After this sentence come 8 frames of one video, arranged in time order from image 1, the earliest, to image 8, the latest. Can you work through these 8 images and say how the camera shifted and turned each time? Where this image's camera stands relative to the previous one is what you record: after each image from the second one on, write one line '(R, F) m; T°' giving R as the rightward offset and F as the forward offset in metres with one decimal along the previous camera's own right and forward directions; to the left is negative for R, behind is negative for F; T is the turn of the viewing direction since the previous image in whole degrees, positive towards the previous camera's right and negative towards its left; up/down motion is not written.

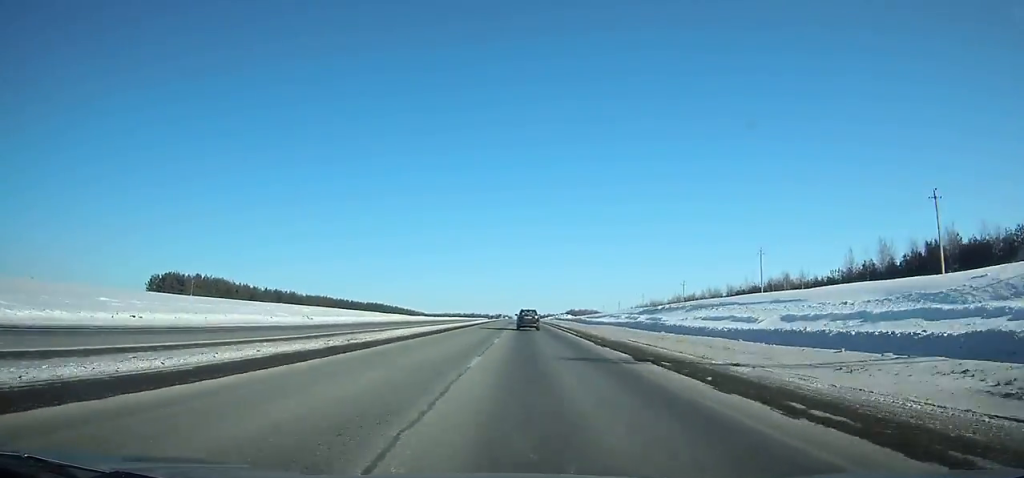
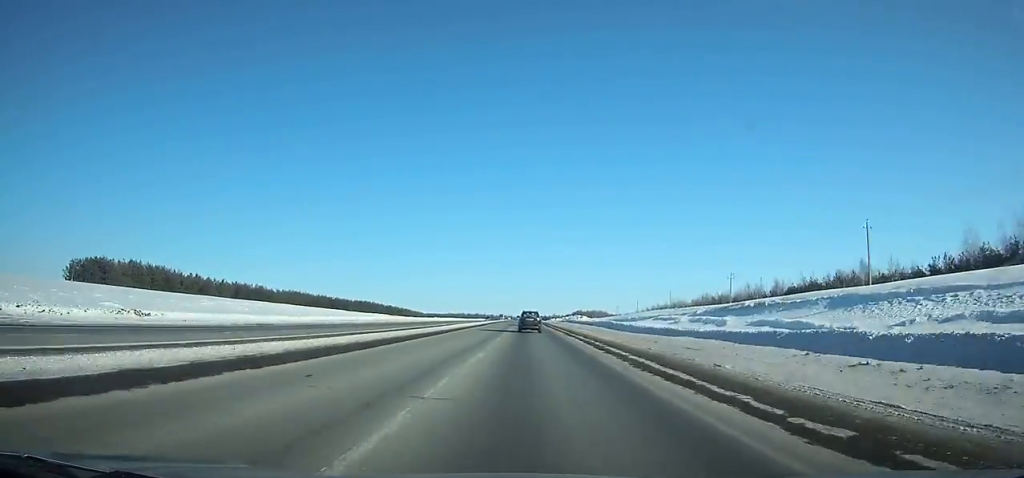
(+0.1, +34.0) m; 0°
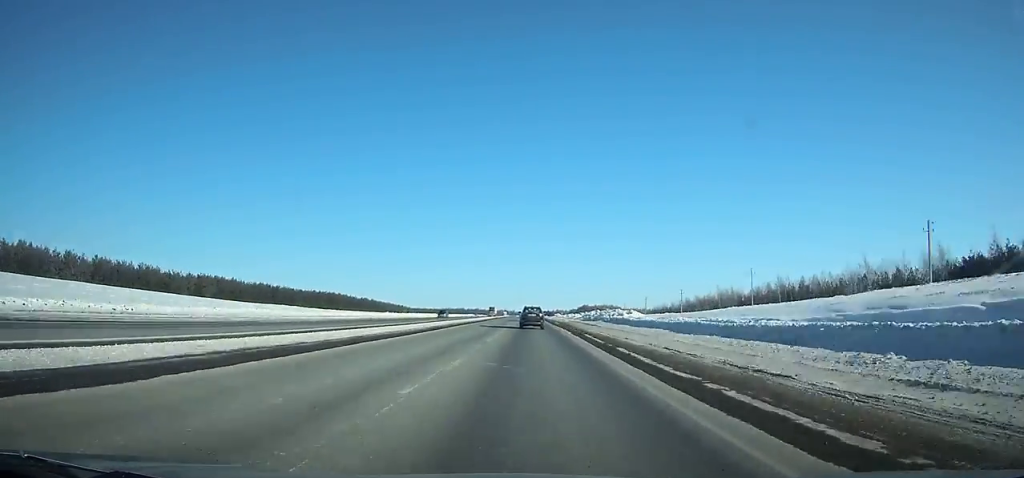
(-0.4, +64.3) m; 0°
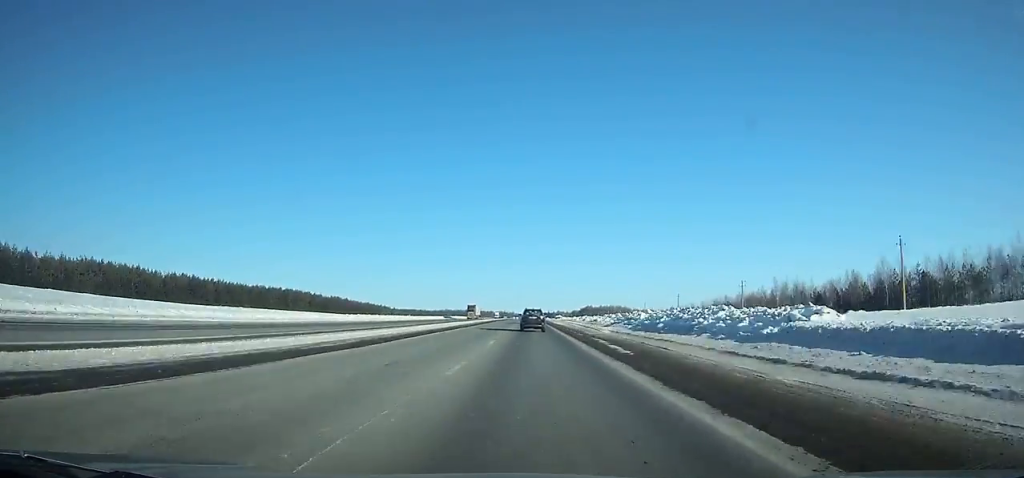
(-0.2, +48.0) m; 0°
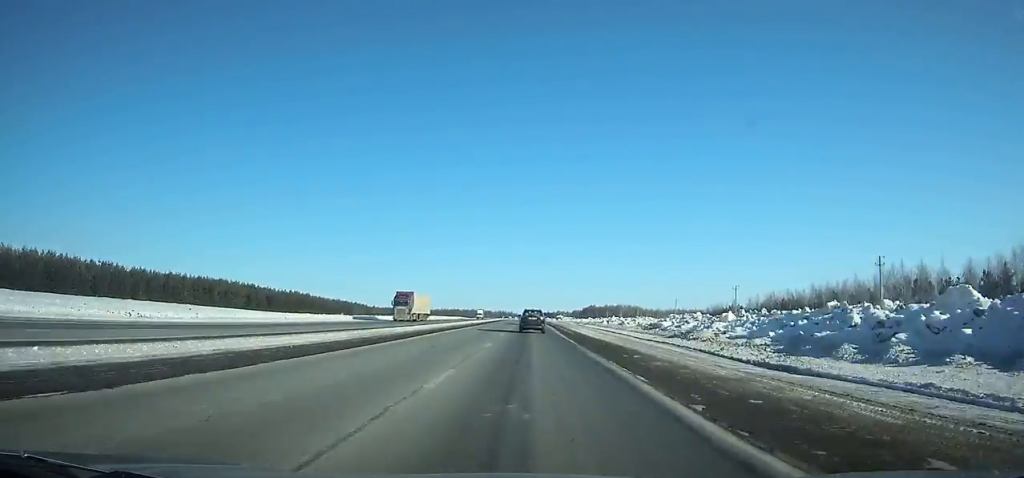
(-0.1, +49.9) m; 0°
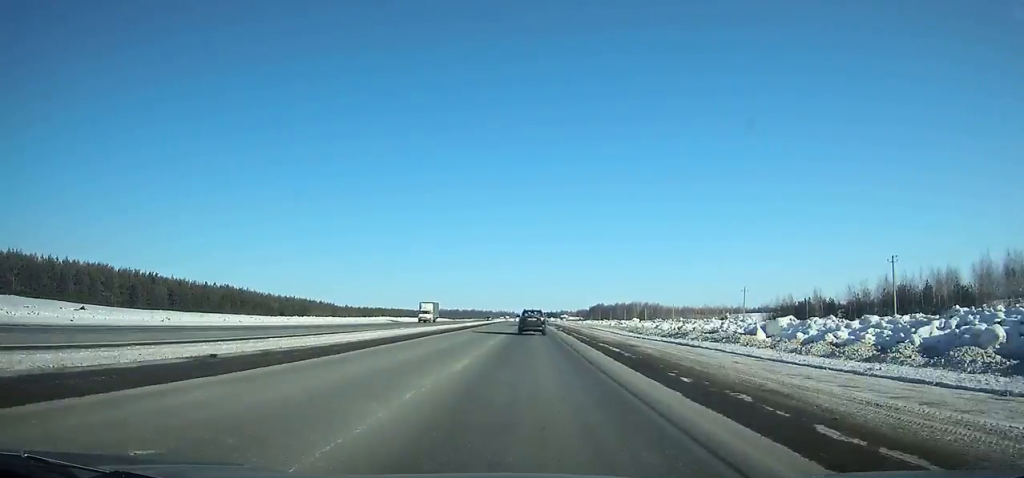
(0.0, +54.3) m; 0°
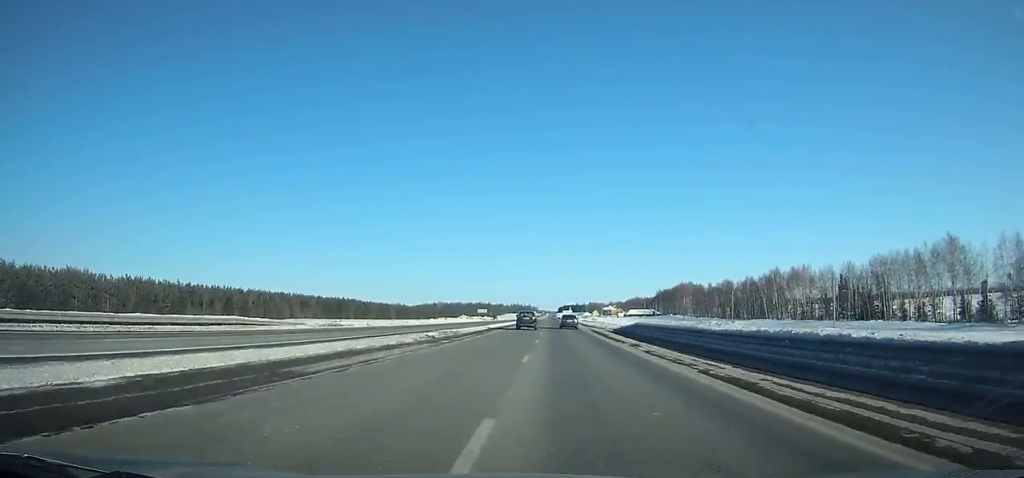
(-1.9, +298.7) m; -1°
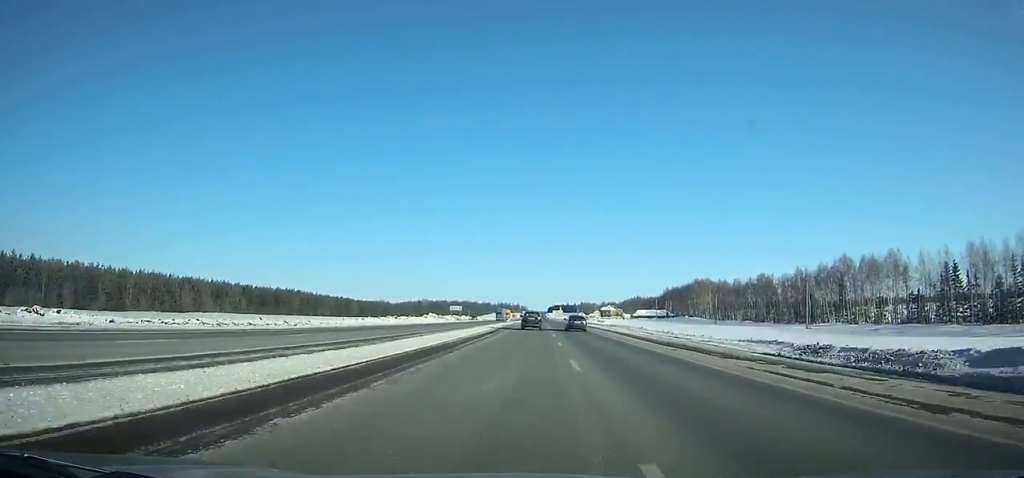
(-0.2, +51.4) m; 0°
